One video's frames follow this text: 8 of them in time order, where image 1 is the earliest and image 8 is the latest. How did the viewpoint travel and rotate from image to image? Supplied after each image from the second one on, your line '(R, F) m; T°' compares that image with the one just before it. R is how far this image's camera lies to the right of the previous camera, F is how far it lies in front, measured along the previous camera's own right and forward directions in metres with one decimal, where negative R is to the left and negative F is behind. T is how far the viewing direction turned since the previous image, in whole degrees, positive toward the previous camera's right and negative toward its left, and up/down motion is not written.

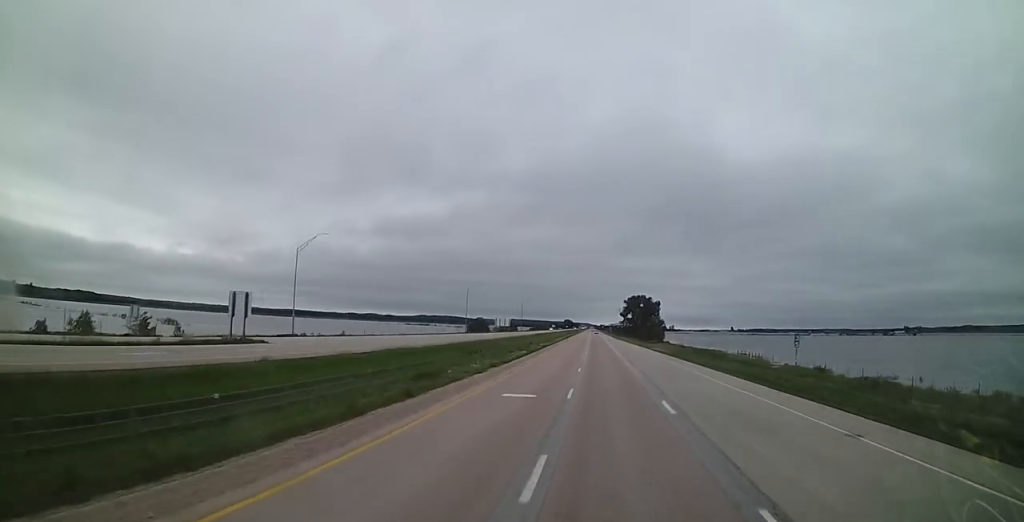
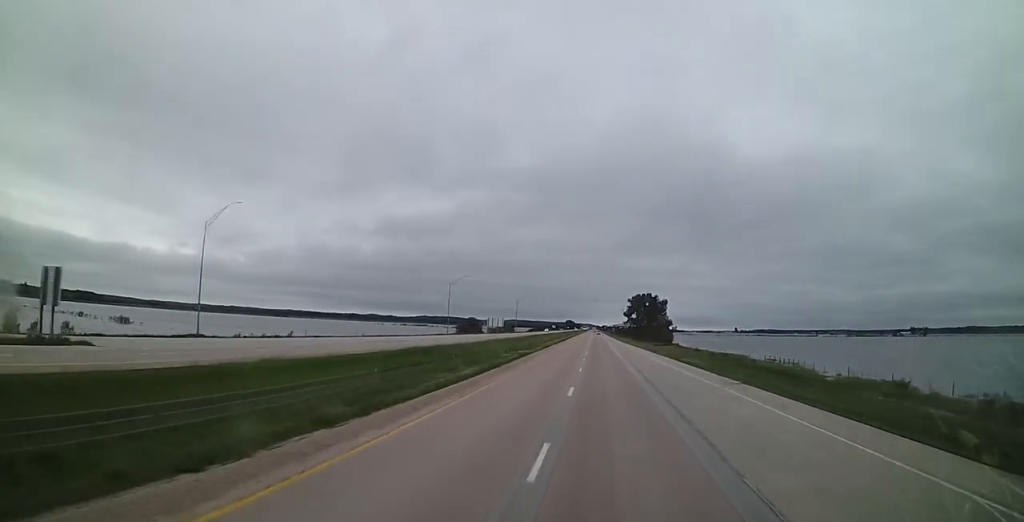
(+0.1, +23.2) m; 0°
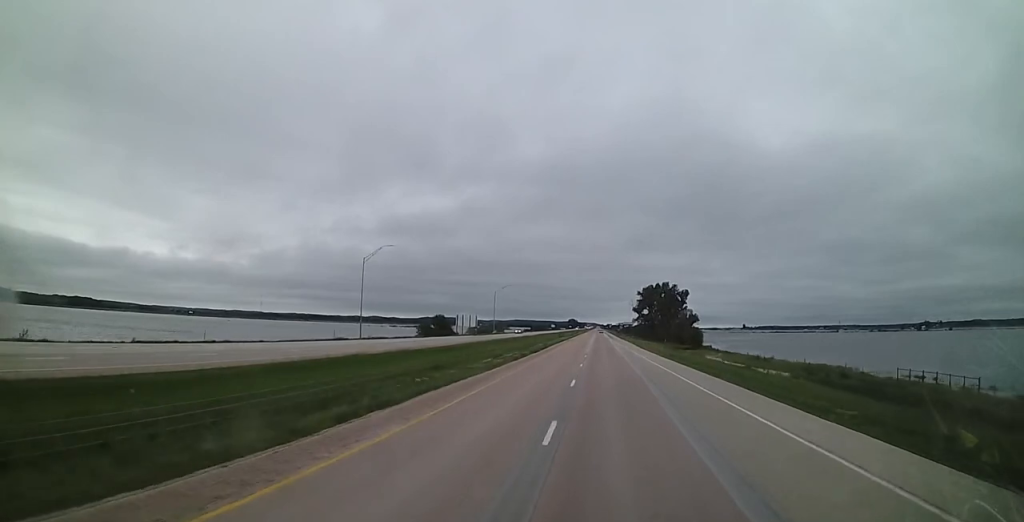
(-1.0, +57.9) m; -1°
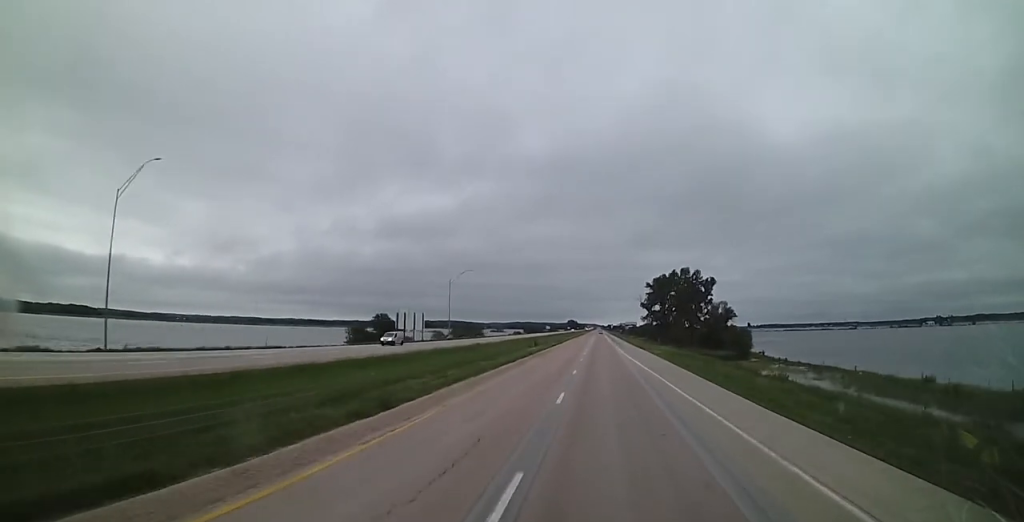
(+0.7, +54.0) m; 0°
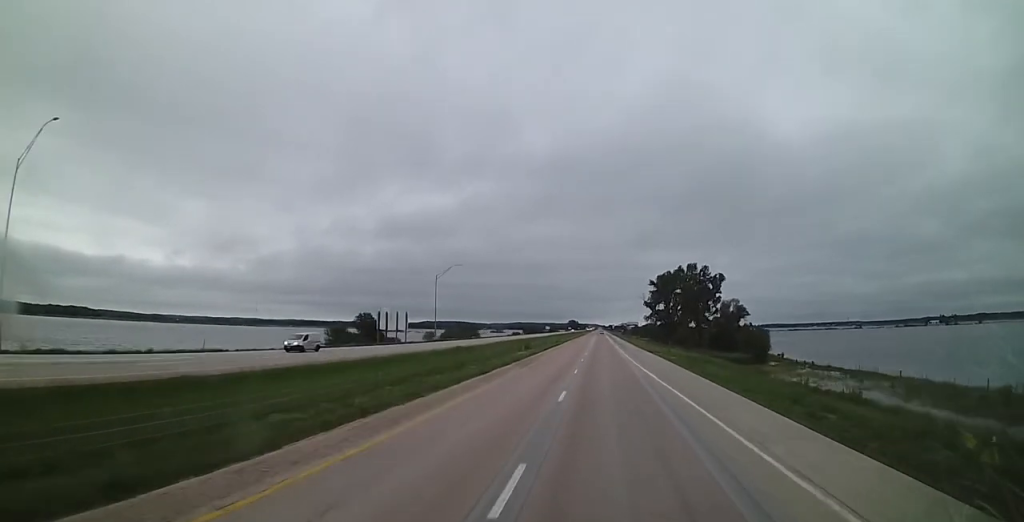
(0.0, +11.6) m; 0°
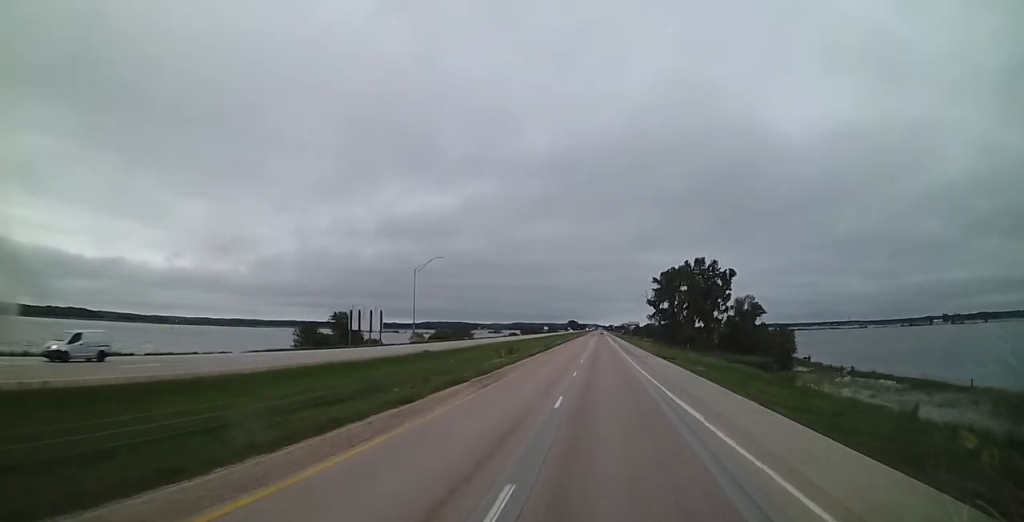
(+0.1, +13.5) m; 0°
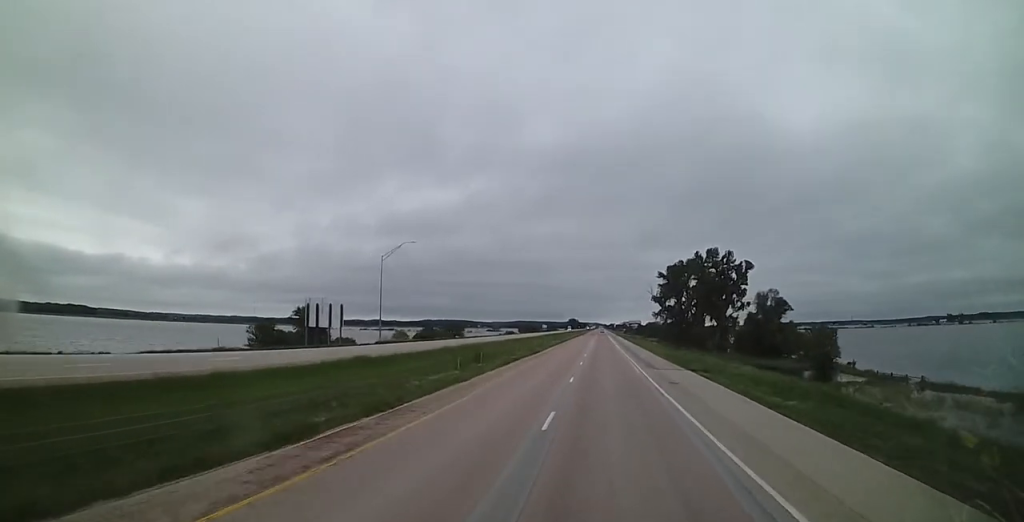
(-0.1, +16.3) m; 0°
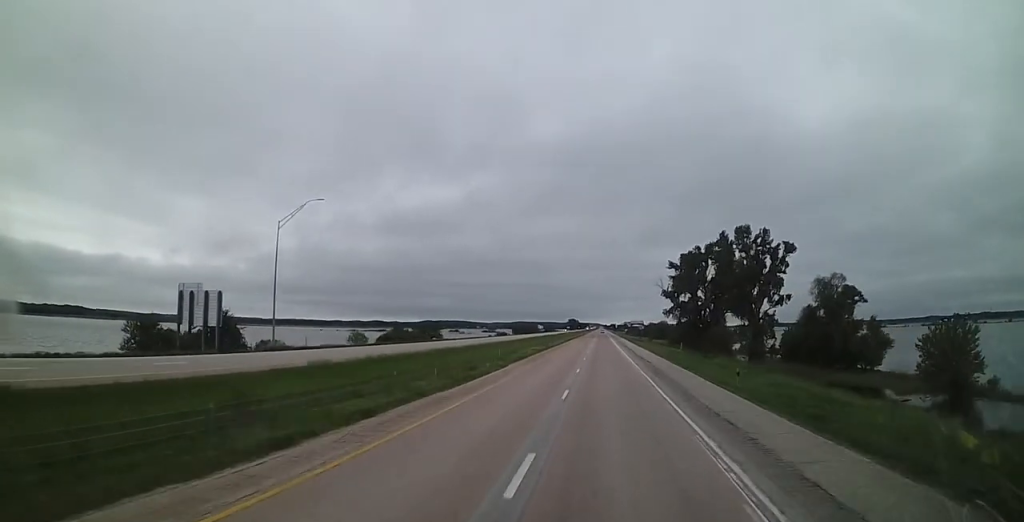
(-0.1, +29.9) m; 0°
